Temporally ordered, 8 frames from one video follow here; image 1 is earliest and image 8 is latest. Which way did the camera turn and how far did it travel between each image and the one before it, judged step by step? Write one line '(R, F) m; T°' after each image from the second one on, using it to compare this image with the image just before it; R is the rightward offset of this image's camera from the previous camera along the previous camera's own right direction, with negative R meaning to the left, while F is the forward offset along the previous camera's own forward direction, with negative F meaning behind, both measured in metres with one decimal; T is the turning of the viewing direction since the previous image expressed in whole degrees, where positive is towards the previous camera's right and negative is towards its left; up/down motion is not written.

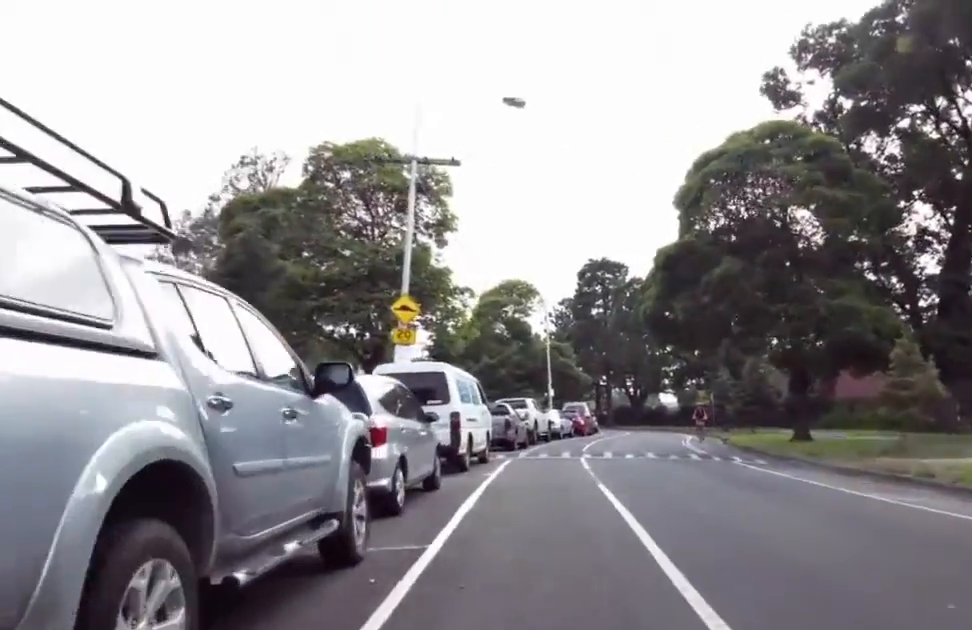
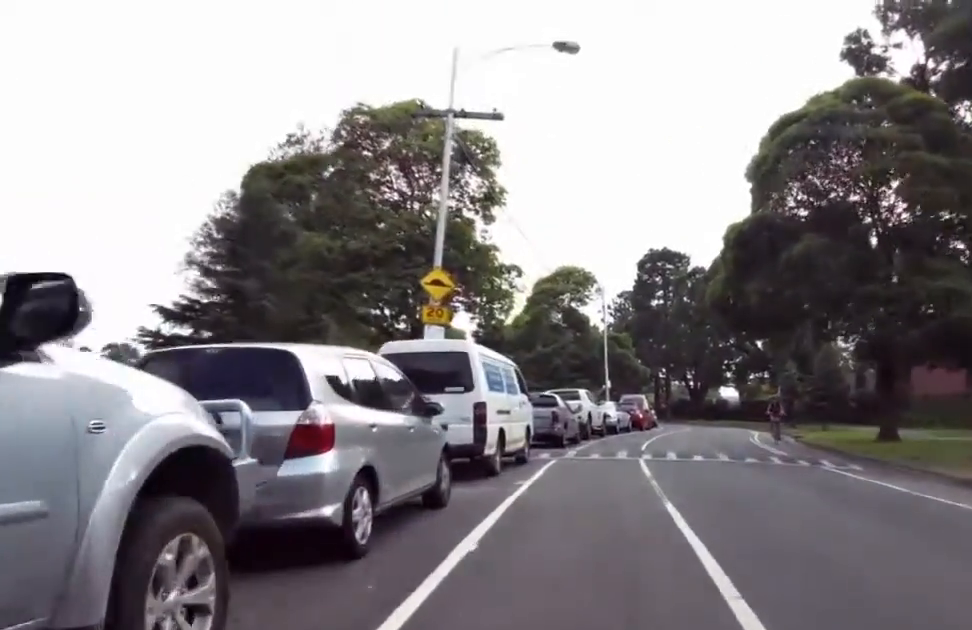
(+0.3, +2.9) m; +6°
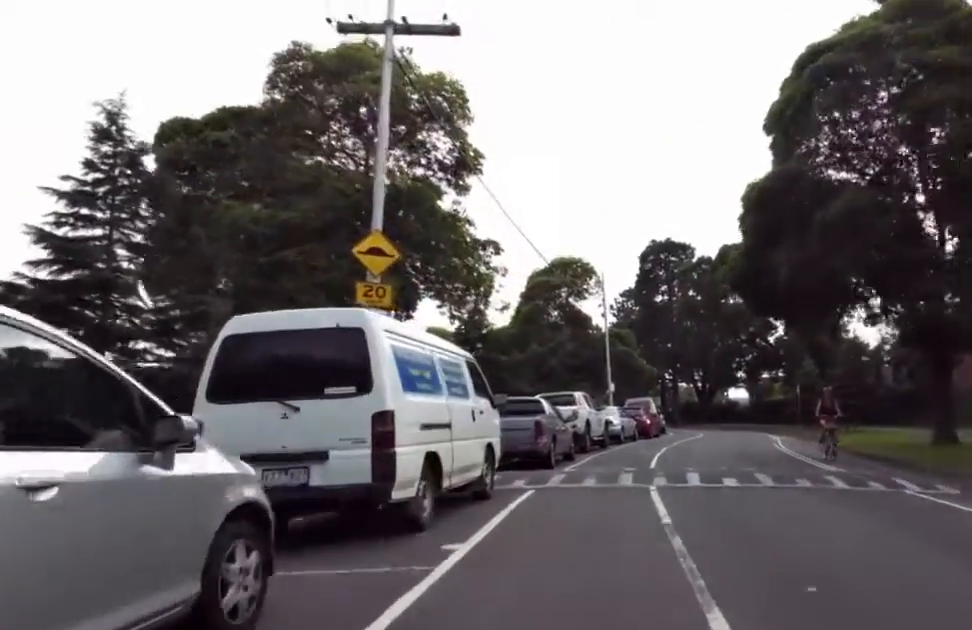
(0.0, +4.2) m; +1°
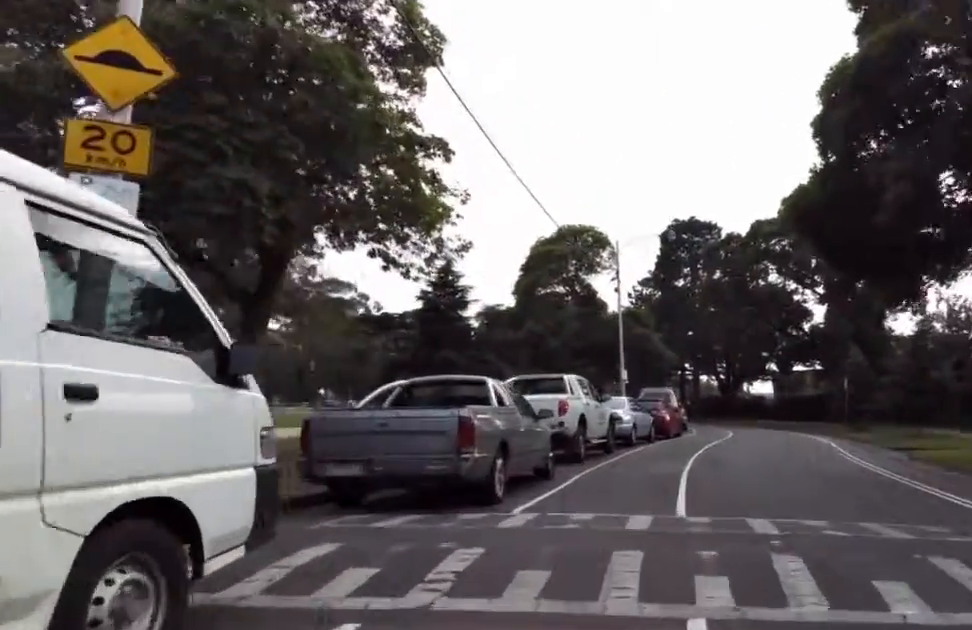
(+0.6, +7.4) m; +12°
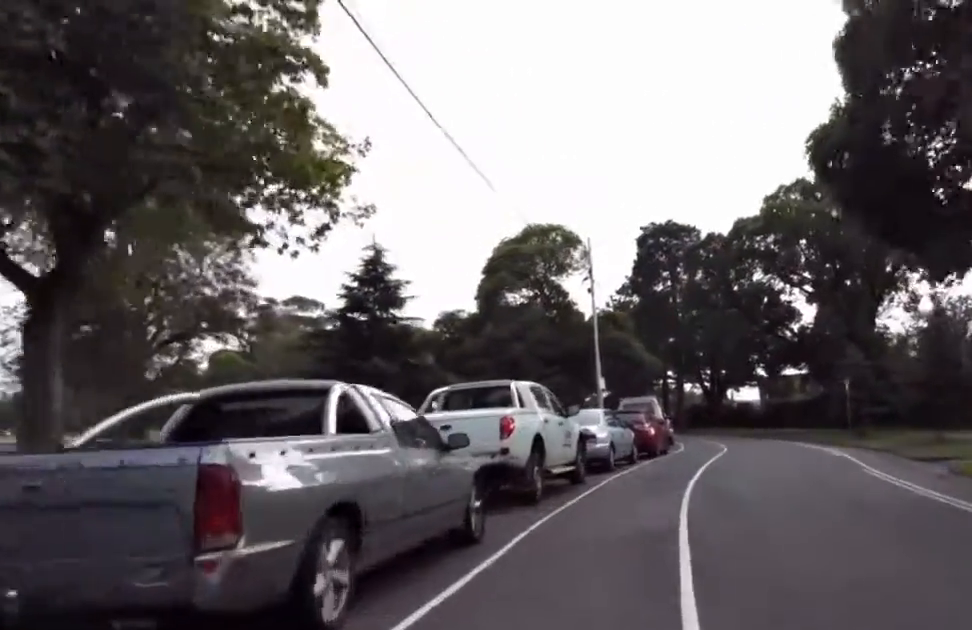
(+0.3, +4.2) m; +6°
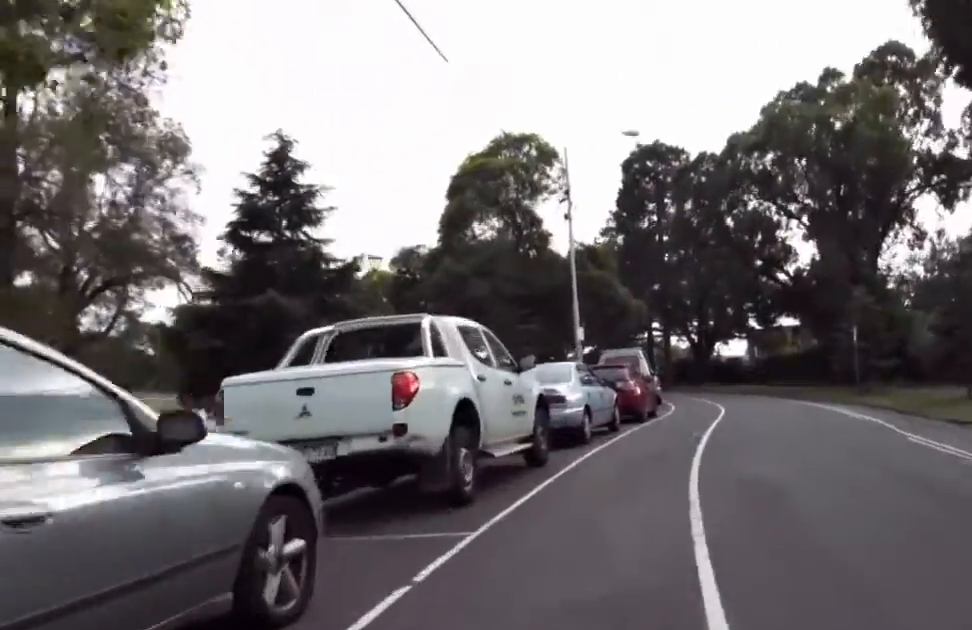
(+0.1, +4.0) m; +1°
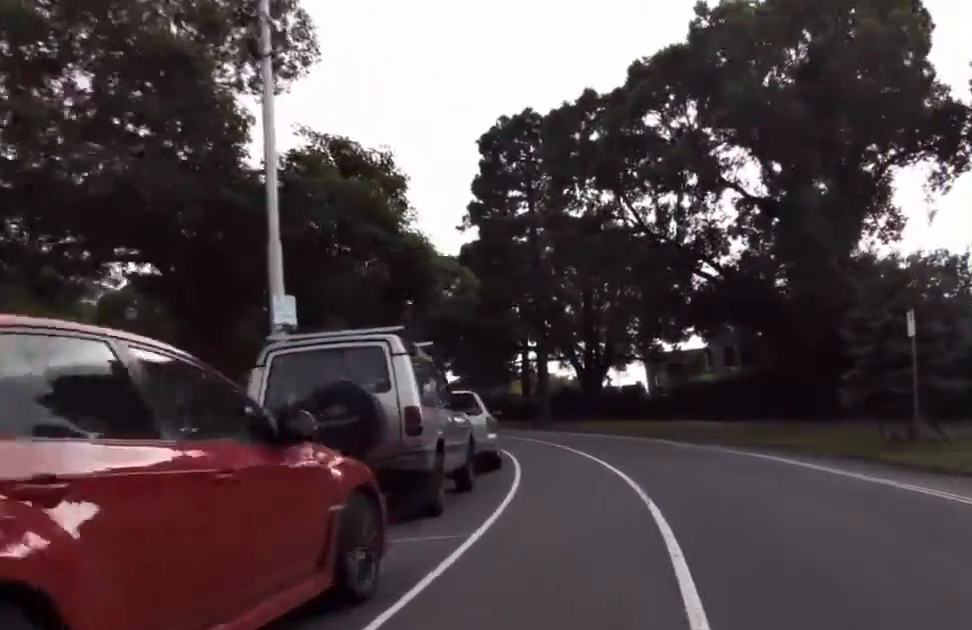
(-1.2, +17.0) m; -10°
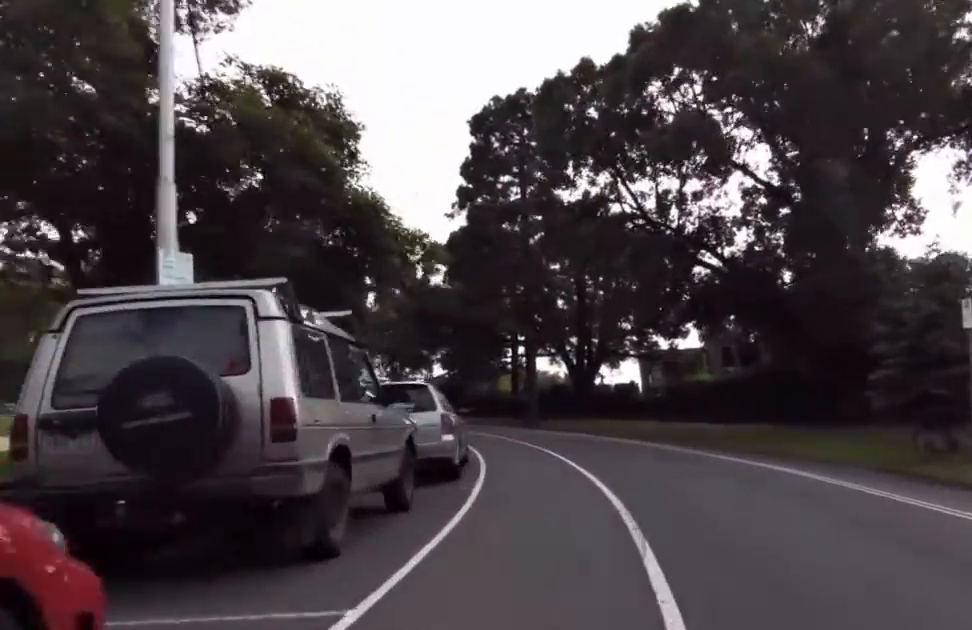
(-0.1, +2.7) m; 0°
